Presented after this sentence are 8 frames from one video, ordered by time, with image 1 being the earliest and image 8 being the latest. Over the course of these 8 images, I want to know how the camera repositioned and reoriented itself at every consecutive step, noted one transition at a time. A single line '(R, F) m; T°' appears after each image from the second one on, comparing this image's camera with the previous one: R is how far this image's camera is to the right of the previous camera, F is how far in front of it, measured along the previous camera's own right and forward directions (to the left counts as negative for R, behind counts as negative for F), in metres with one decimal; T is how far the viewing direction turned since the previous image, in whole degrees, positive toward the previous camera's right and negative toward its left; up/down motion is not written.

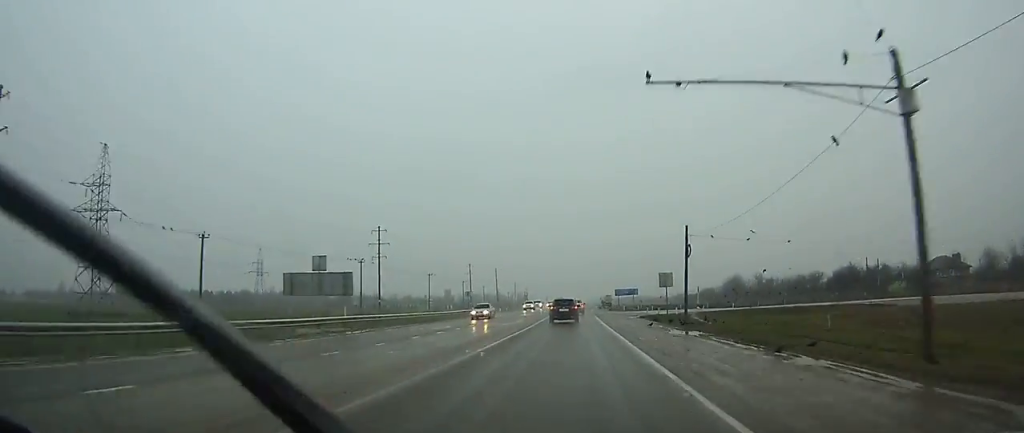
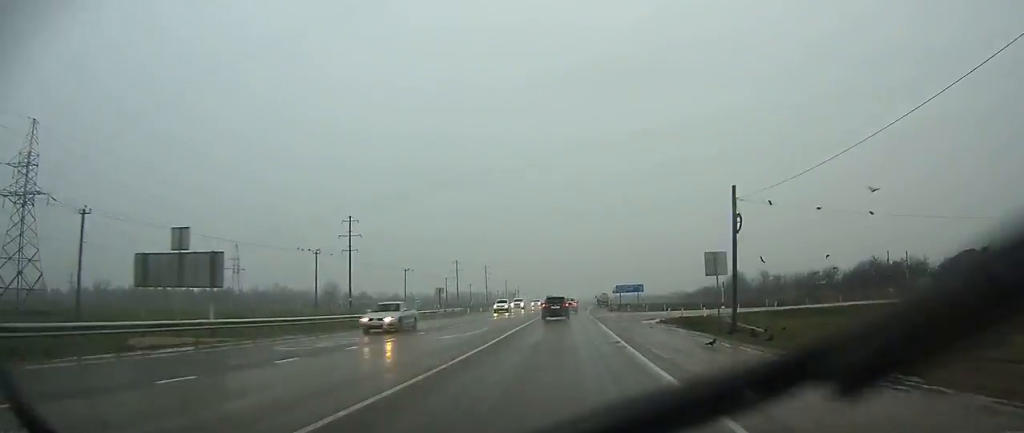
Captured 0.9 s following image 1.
(0.0, +14.2) m; 0°
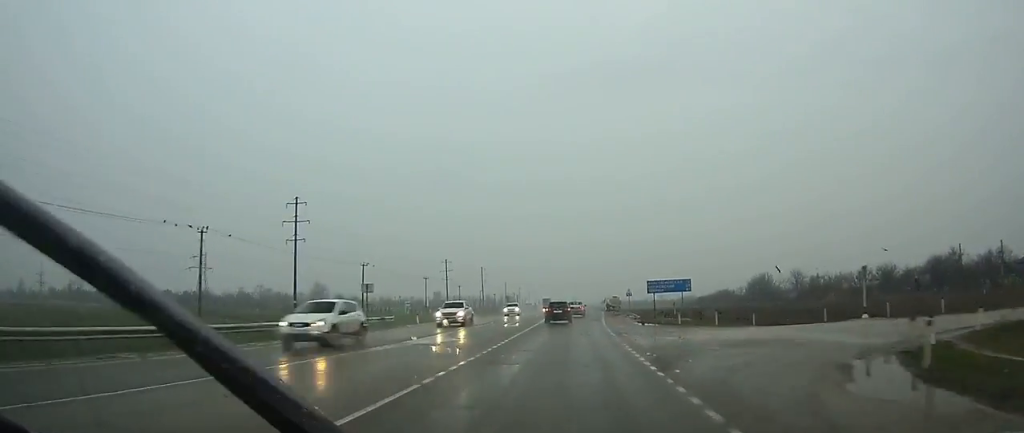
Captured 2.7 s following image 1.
(+0.2, +26.7) m; +1°
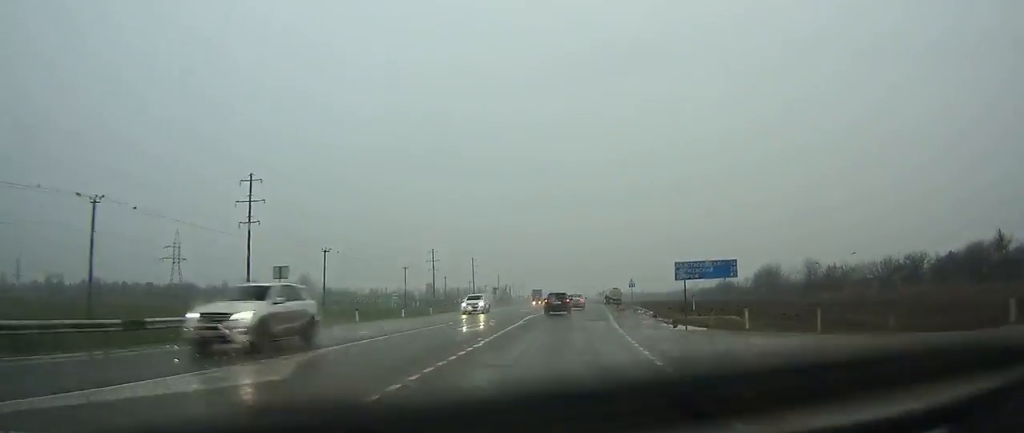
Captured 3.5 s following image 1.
(0.0, +13.5) m; 0°
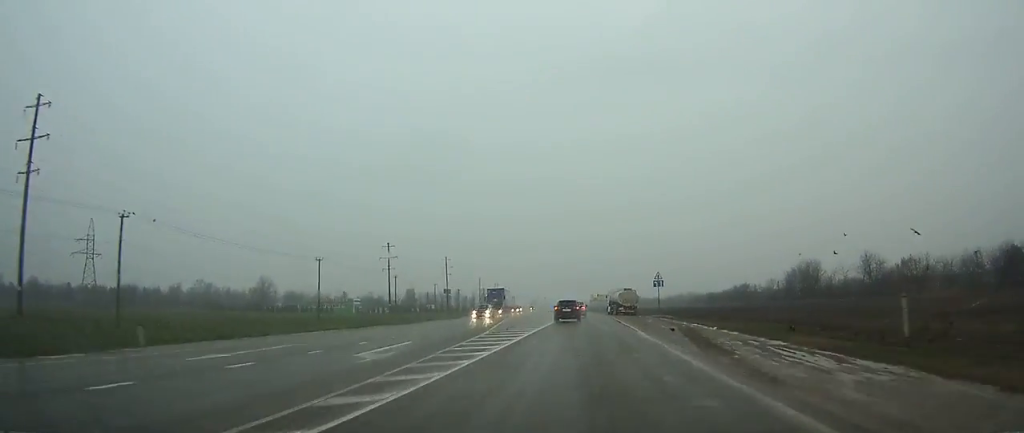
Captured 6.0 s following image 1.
(+0.3, +38.7) m; +1°
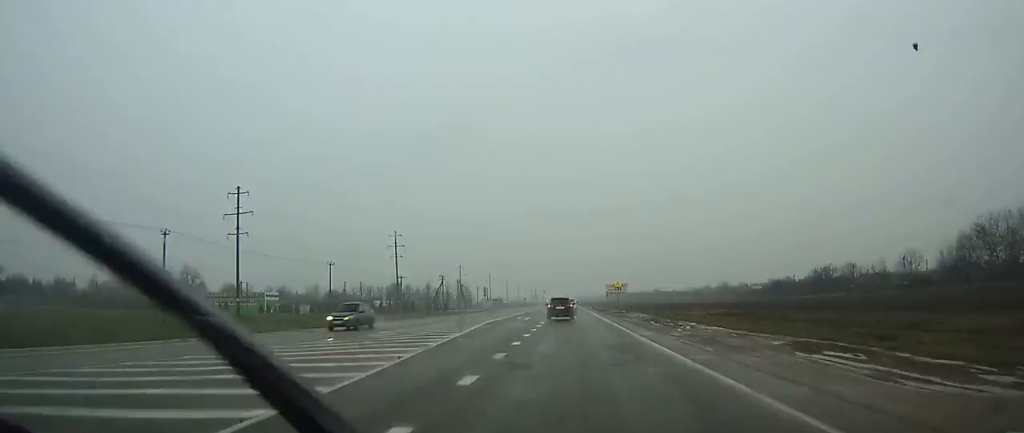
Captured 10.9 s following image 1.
(-0.7, +77.1) m; -1°
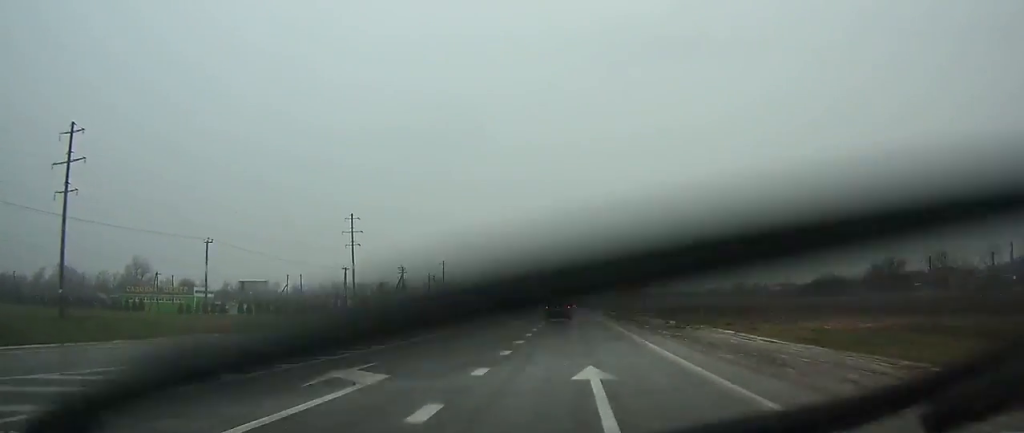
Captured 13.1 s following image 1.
(0.0, +35.2) m; 0°
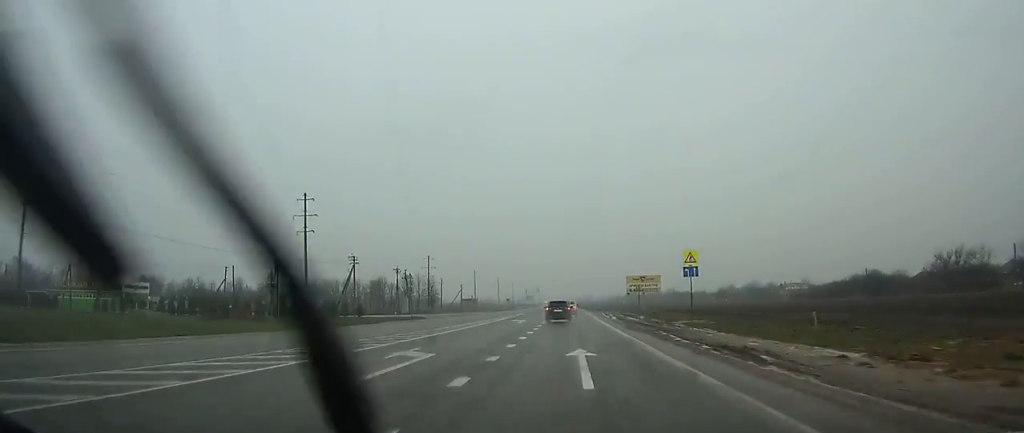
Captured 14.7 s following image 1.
(+0.2, +25.8) m; 0°
